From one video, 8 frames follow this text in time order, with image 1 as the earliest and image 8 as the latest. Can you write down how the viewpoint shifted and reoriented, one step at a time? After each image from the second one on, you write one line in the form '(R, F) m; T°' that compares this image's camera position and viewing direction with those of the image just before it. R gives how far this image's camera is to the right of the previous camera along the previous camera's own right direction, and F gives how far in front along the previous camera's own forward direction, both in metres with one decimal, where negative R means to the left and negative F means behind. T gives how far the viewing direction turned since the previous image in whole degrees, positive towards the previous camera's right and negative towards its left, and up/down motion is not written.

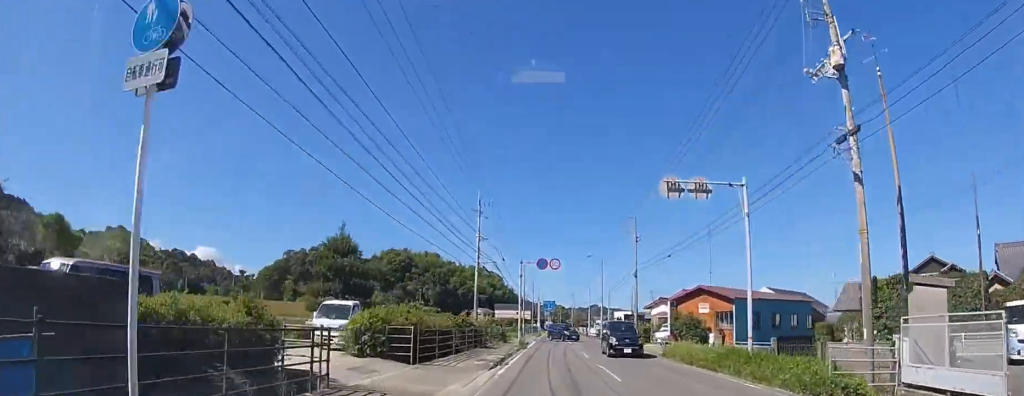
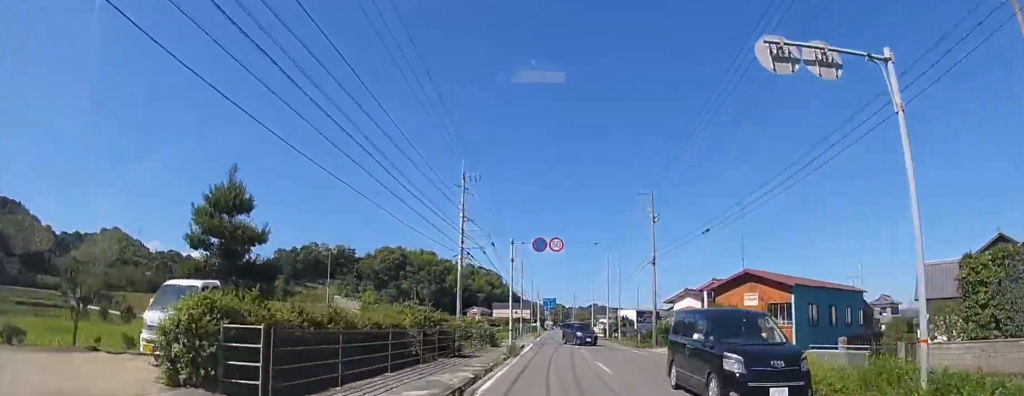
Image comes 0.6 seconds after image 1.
(0.0, +8.5) m; 0°
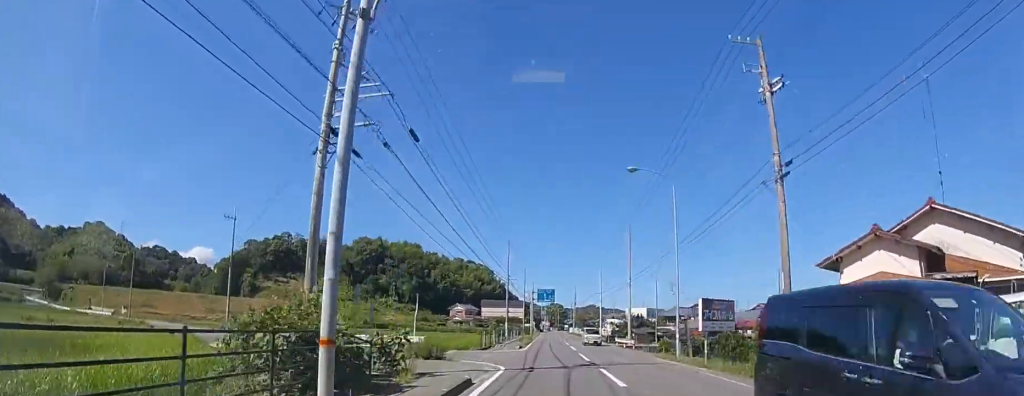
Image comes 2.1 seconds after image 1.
(0.0, +22.6) m; 0°
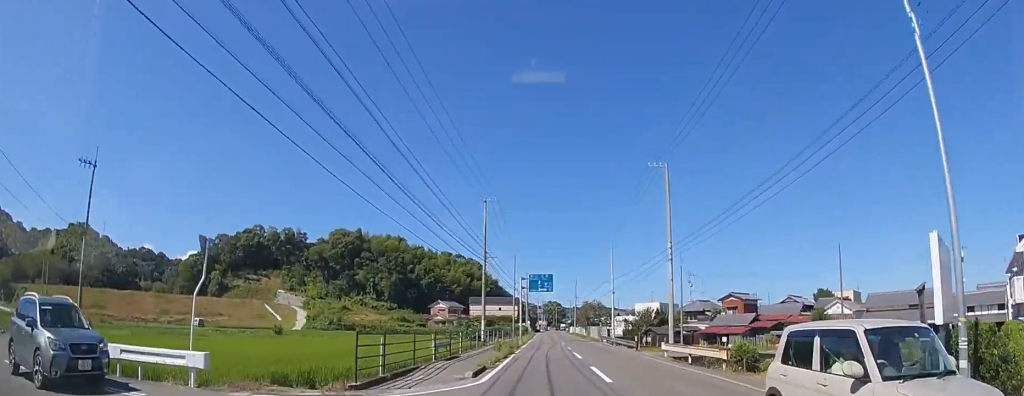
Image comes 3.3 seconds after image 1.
(+0.1, +19.1) m; 0°
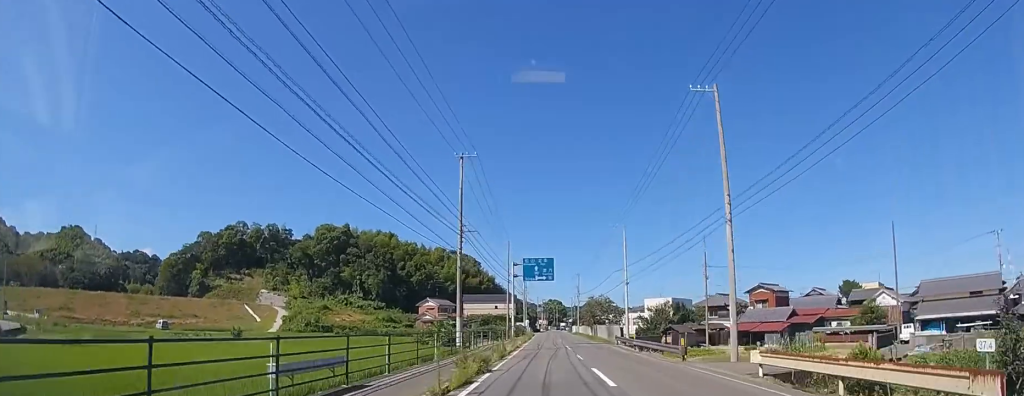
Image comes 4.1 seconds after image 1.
(0.0, +11.1) m; 0°
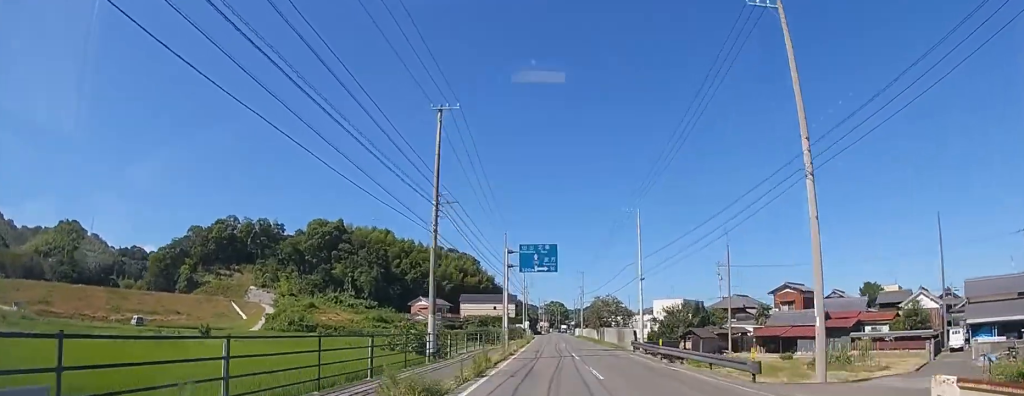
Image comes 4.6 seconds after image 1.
(-0.1, +7.6) m; 0°
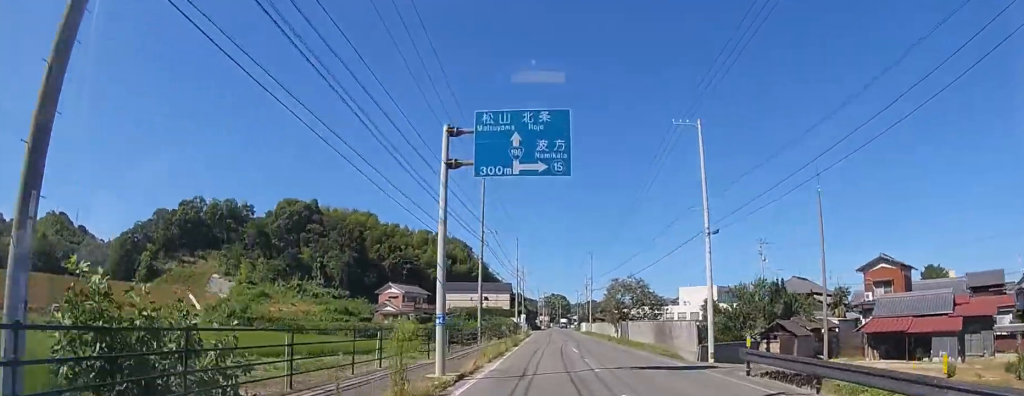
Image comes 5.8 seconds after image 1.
(-0.1, +19.0) m; 0°
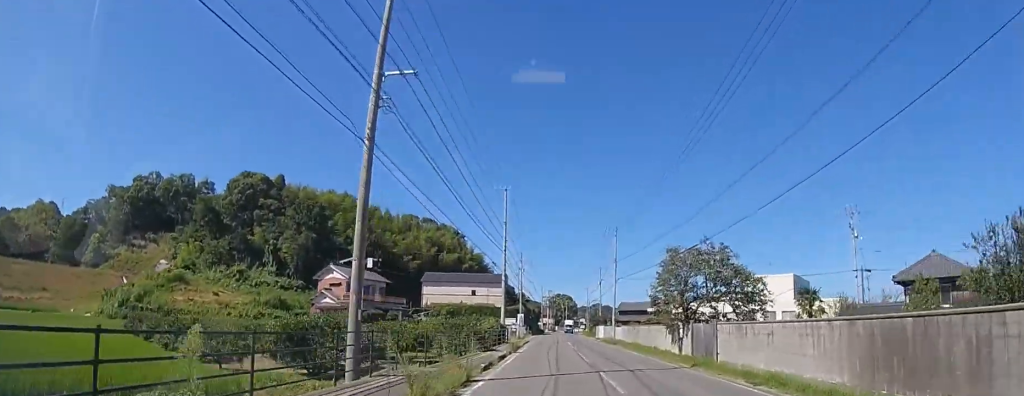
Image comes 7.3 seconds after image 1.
(0.0, +24.0) m; 0°
